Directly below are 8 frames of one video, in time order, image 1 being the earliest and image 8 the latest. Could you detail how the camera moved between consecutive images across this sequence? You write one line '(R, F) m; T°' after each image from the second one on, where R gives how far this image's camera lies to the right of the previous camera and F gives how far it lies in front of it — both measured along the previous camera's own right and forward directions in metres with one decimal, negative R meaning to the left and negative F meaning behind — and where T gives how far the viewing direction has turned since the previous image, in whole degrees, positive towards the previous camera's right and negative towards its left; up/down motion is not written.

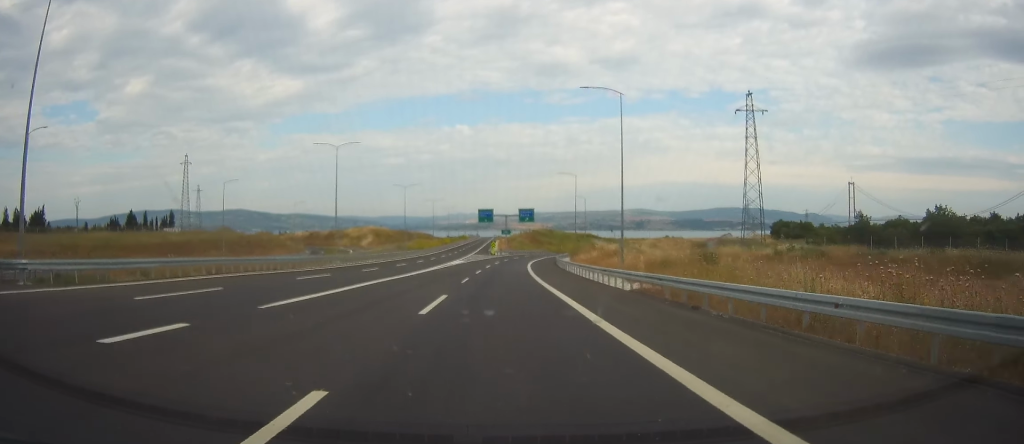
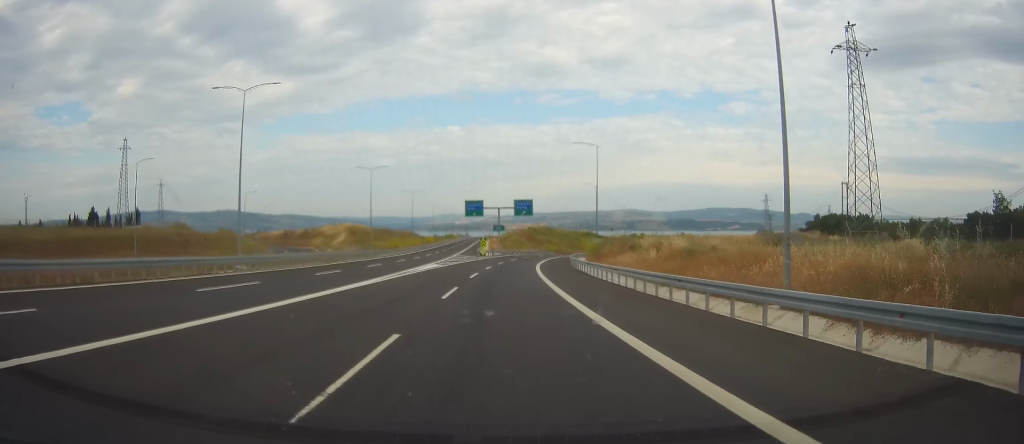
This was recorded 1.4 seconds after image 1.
(+0.6, +26.7) m; +2°
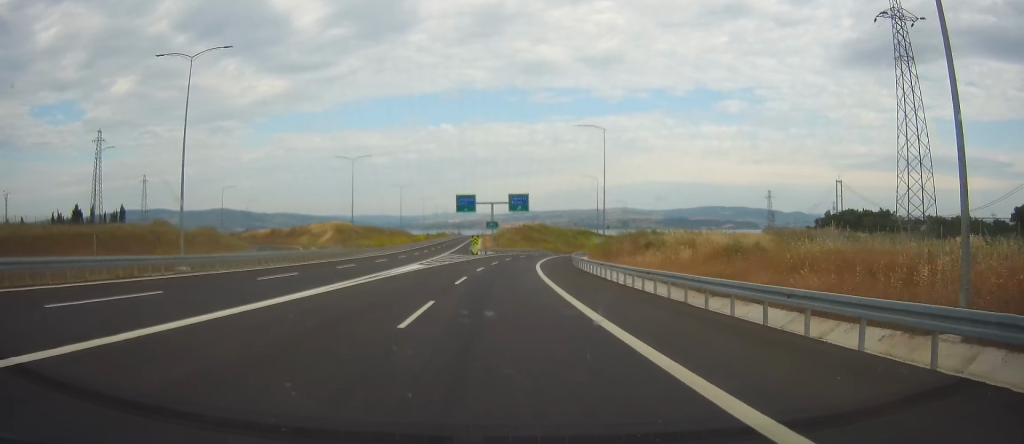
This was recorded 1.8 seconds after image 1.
(+0.1, +8.4) m; +1°
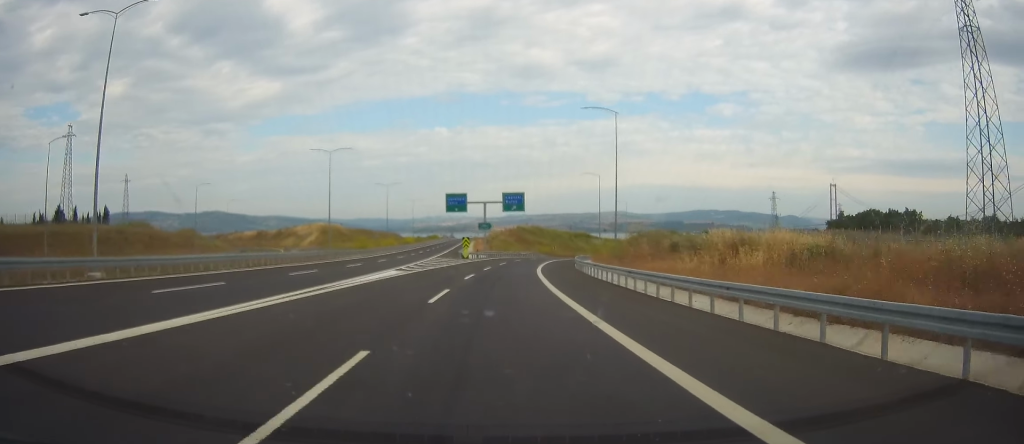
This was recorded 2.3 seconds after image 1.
(0.0, +8.9) m; +1°
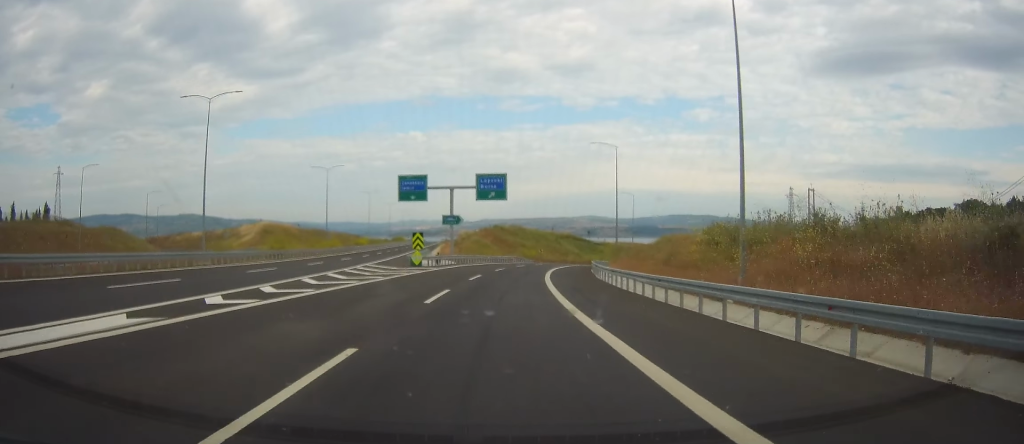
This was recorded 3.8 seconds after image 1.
(+0.7, +30.6) m; +2°
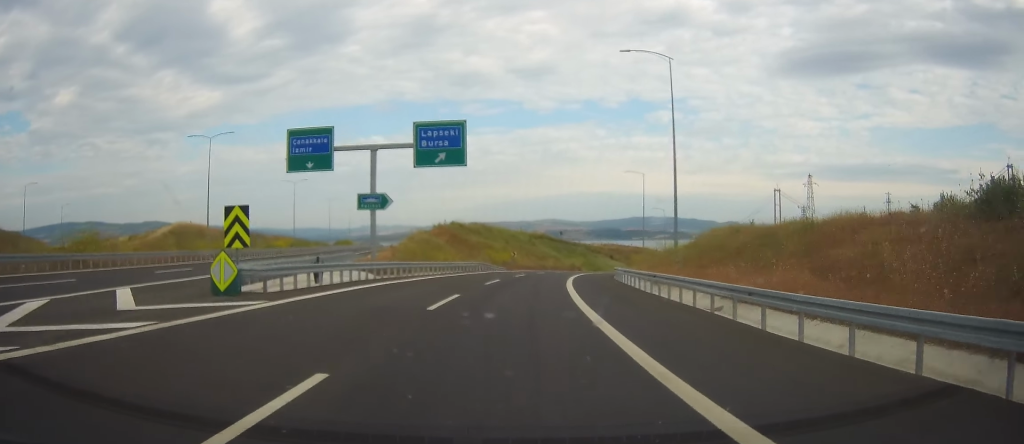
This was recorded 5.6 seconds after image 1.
(+0.5, +33.5) m; +2°
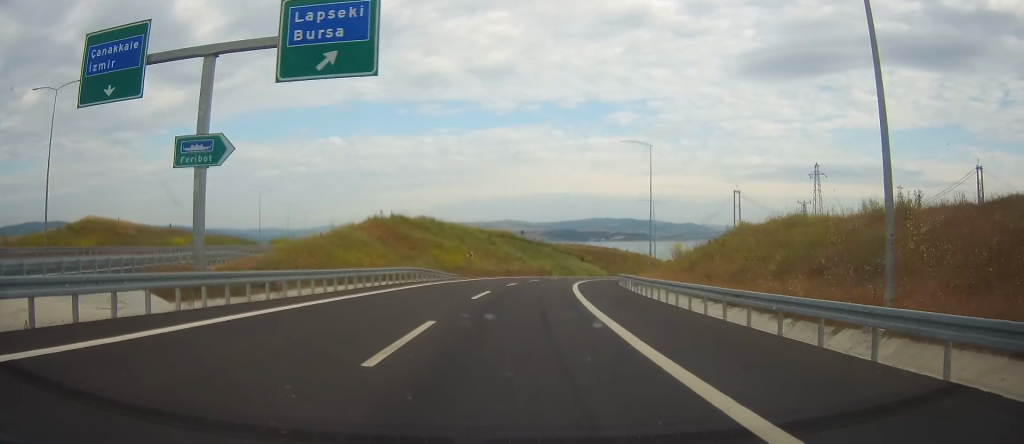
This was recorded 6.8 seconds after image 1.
(+0.2, +24.1) m; 0°
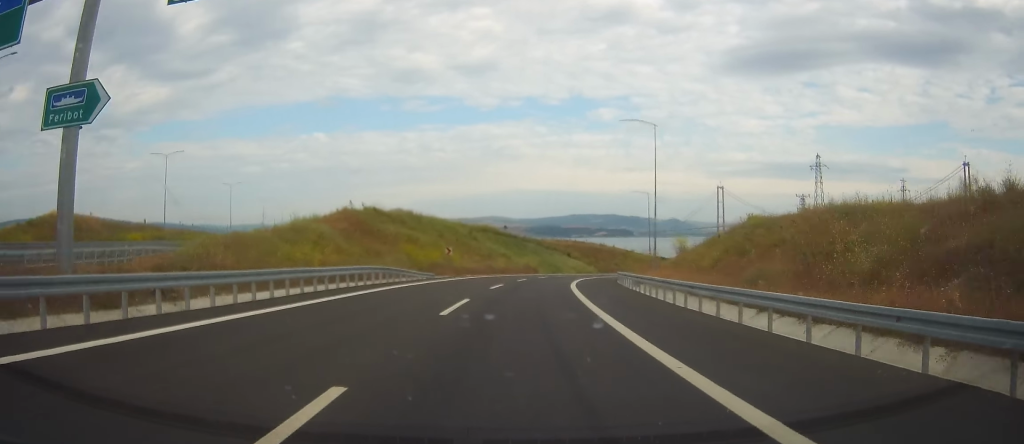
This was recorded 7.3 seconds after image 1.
(0.0, +8.2) m; 0°
